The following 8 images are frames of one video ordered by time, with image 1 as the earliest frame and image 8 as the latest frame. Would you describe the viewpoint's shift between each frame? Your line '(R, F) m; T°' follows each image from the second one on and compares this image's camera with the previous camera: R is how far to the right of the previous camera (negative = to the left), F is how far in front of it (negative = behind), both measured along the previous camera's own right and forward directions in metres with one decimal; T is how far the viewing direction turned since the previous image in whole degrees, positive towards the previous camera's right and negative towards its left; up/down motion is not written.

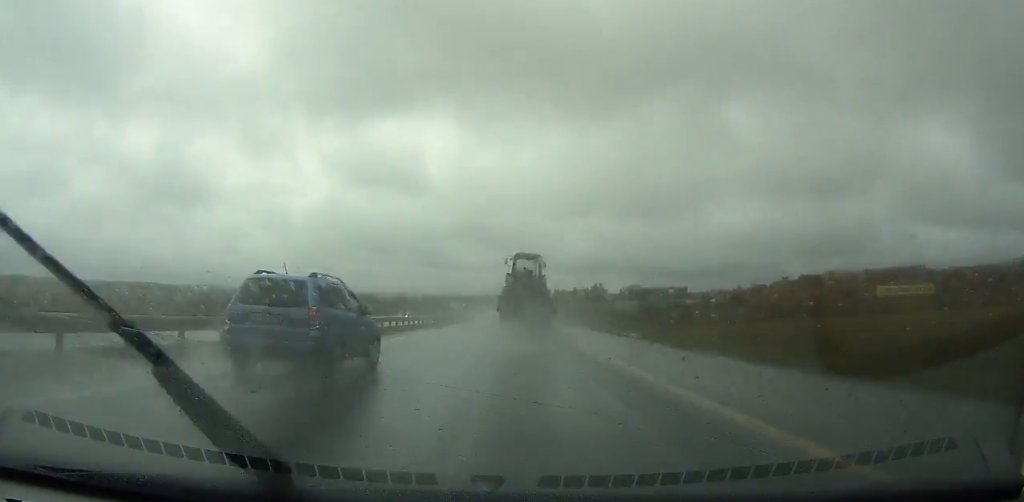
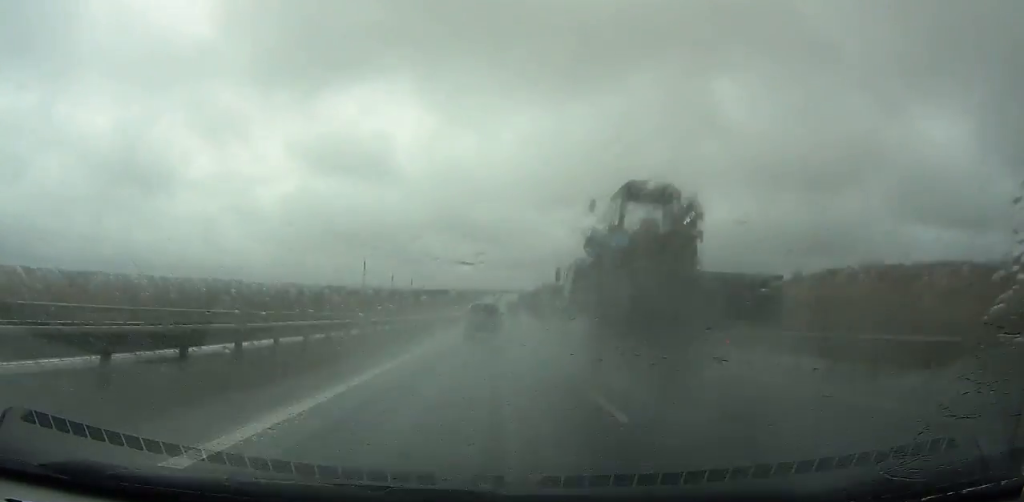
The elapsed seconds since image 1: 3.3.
(-0.2, +89.5) m; 0°
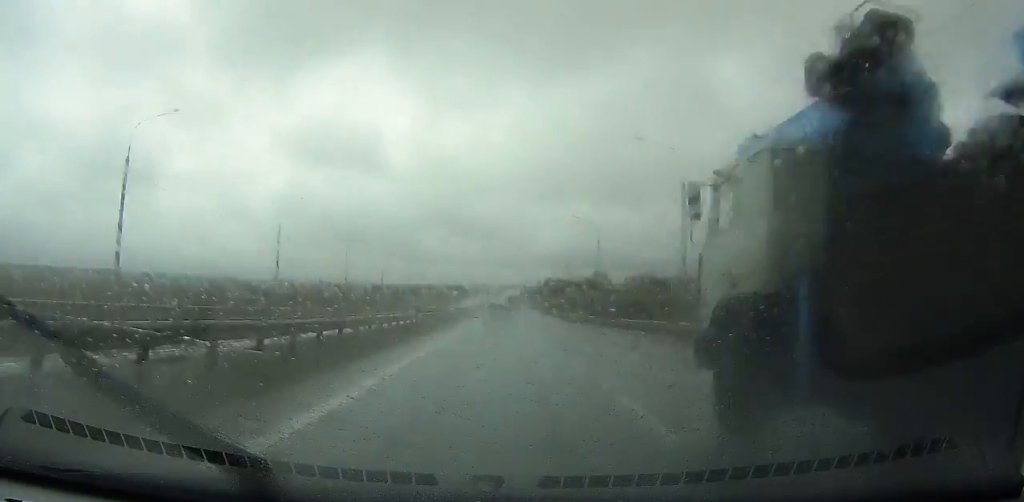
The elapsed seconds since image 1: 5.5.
(+0.5, +61.3) m; +1°
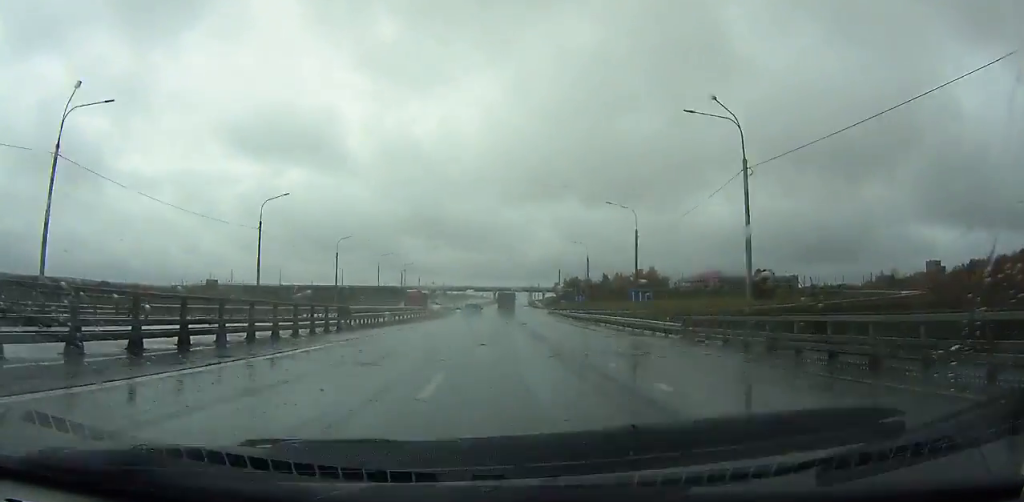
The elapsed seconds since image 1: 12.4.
(+2.4, +198.7) m; +1°
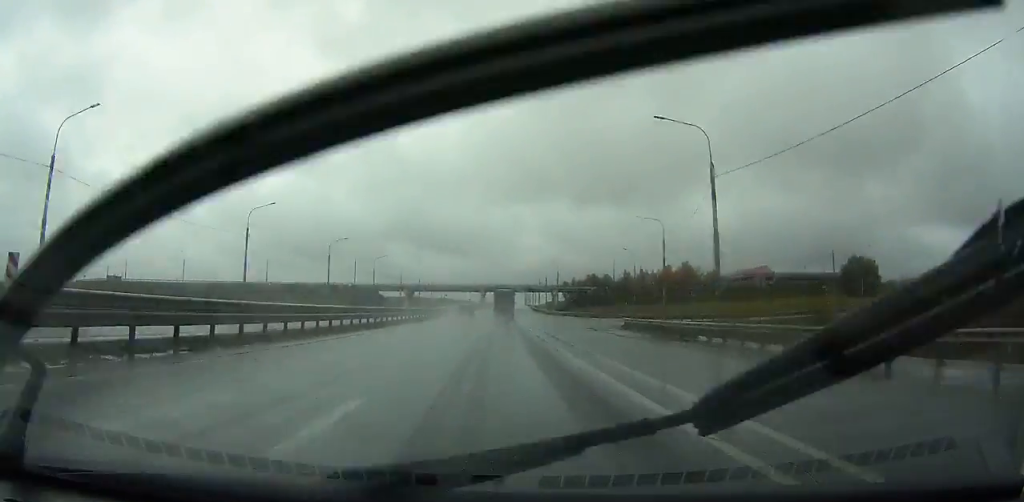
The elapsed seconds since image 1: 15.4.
(0.0, +88.2) m; 0°
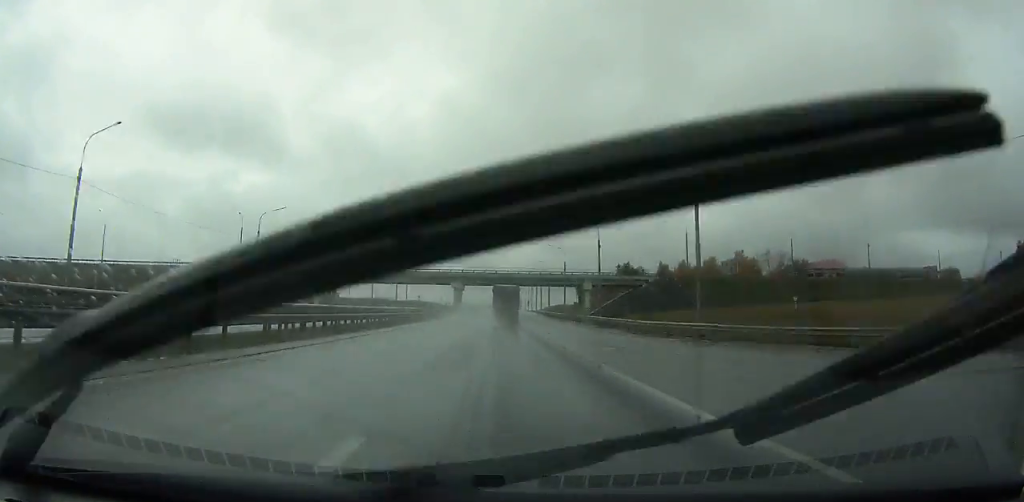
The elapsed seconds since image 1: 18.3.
(+0.4, +86.3) m; 0°
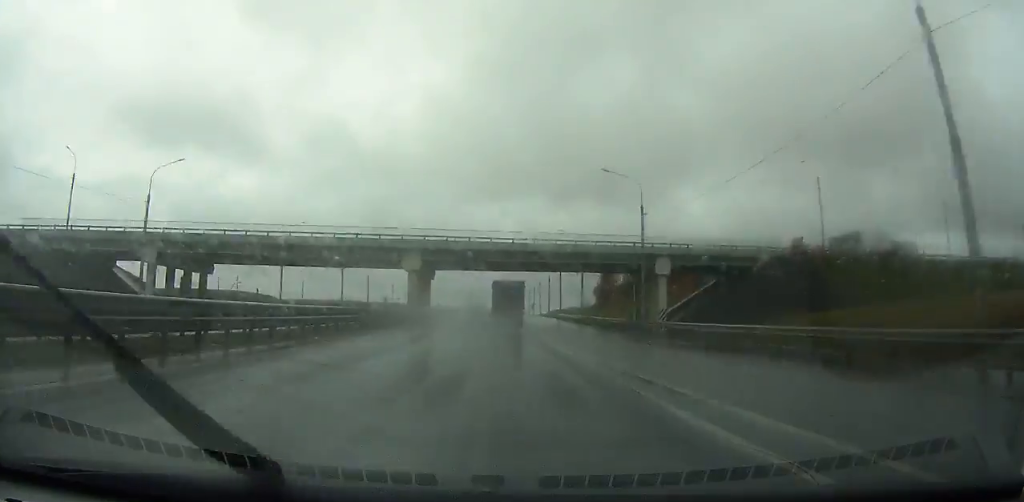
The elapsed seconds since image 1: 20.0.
(+0.1, +51.1) m; 0°
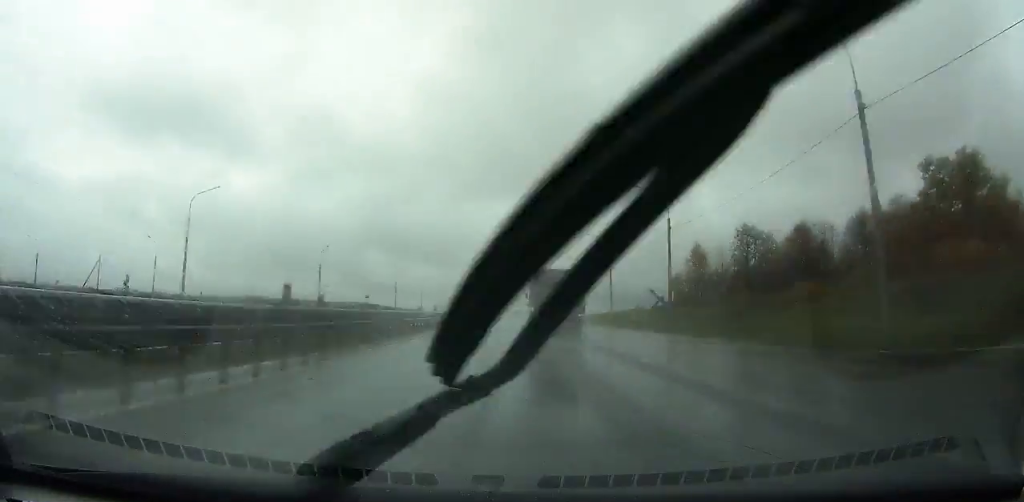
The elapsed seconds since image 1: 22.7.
(-0.1, +81.9) m; 0°
